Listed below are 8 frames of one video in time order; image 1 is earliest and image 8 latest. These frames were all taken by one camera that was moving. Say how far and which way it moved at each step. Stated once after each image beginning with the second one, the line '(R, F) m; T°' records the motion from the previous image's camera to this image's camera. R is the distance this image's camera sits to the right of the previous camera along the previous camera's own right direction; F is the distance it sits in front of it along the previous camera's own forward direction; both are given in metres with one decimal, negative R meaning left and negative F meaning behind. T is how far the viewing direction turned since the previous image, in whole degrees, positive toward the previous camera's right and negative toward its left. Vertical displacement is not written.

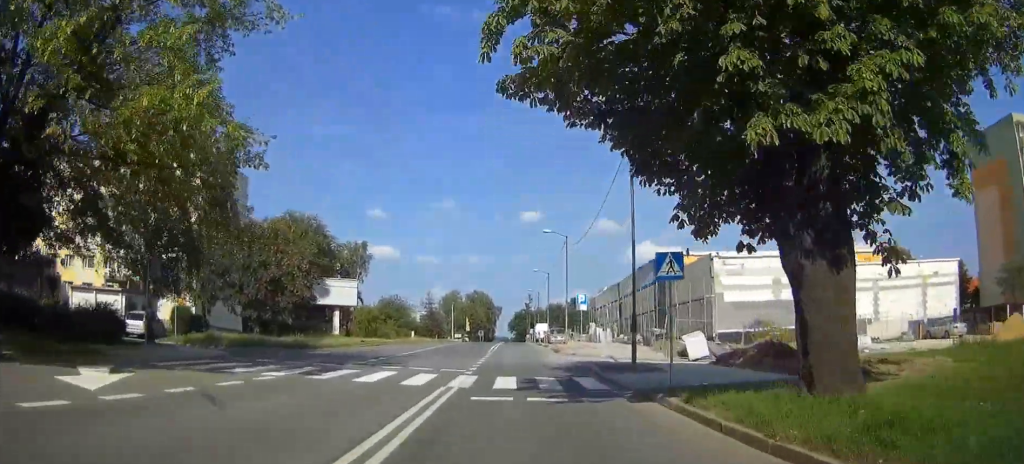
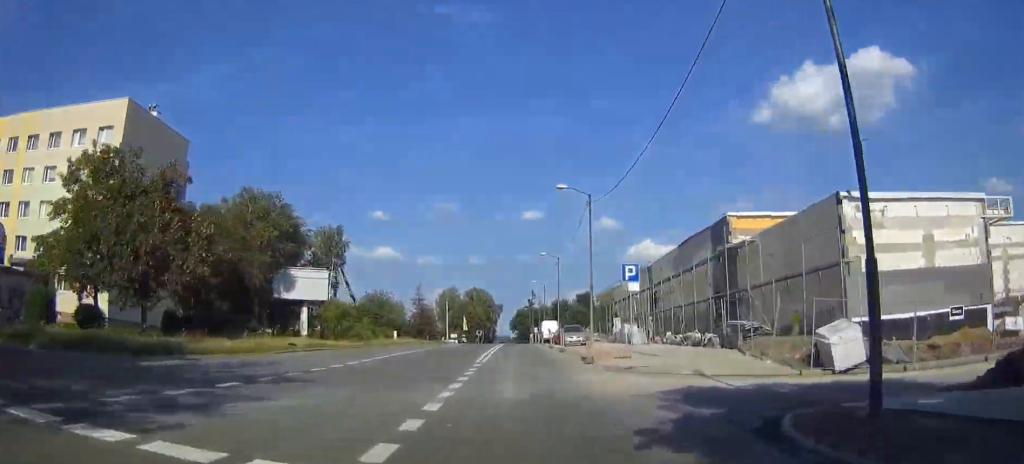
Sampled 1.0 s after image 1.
(0.0, +14.8) m; 0°
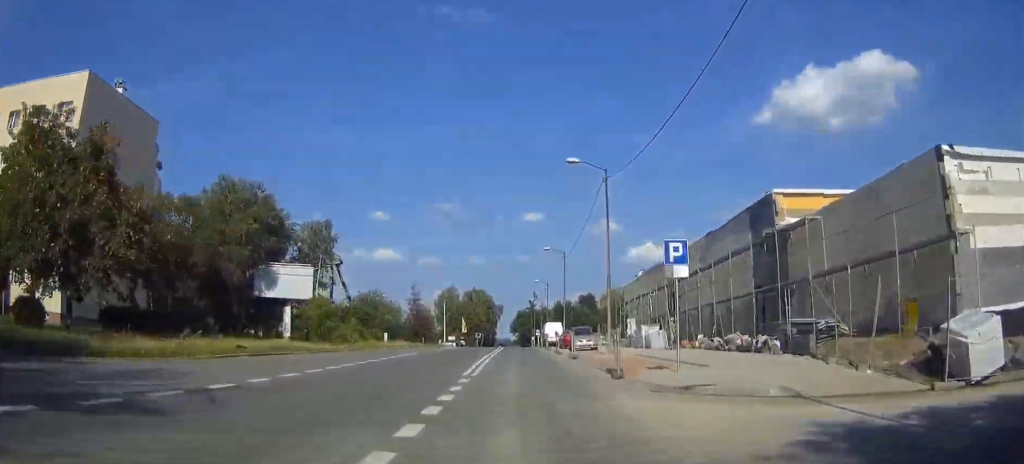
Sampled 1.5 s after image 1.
(0.0, +6.4) m; 0°
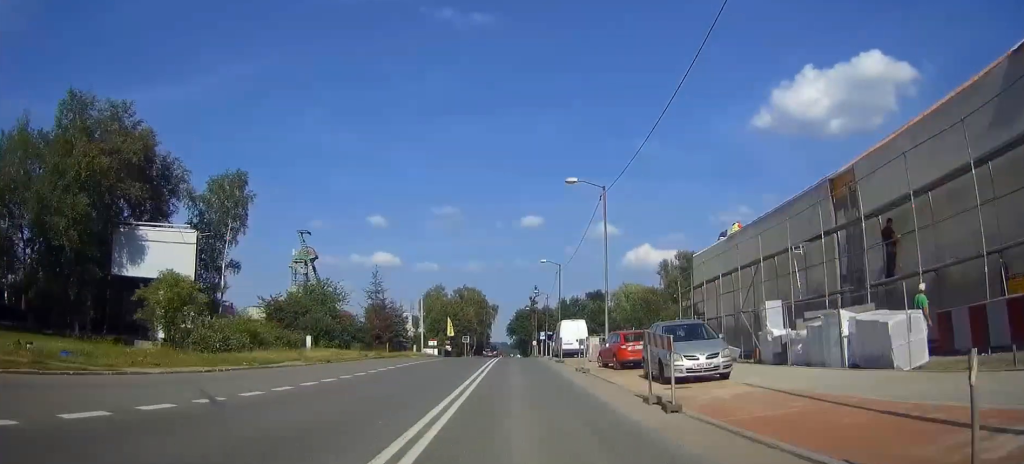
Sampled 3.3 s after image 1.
(0.0, +28.4) m; 0°
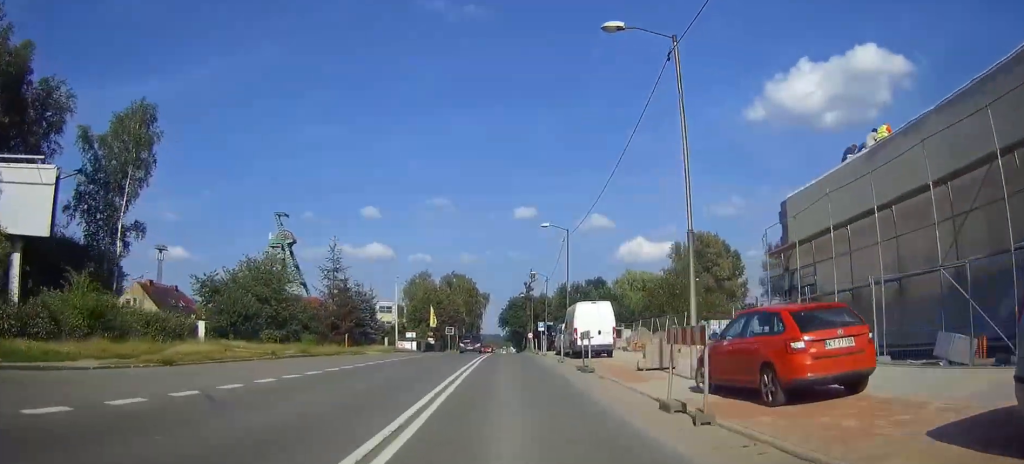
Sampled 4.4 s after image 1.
(0.0, +16.7) m; 0°
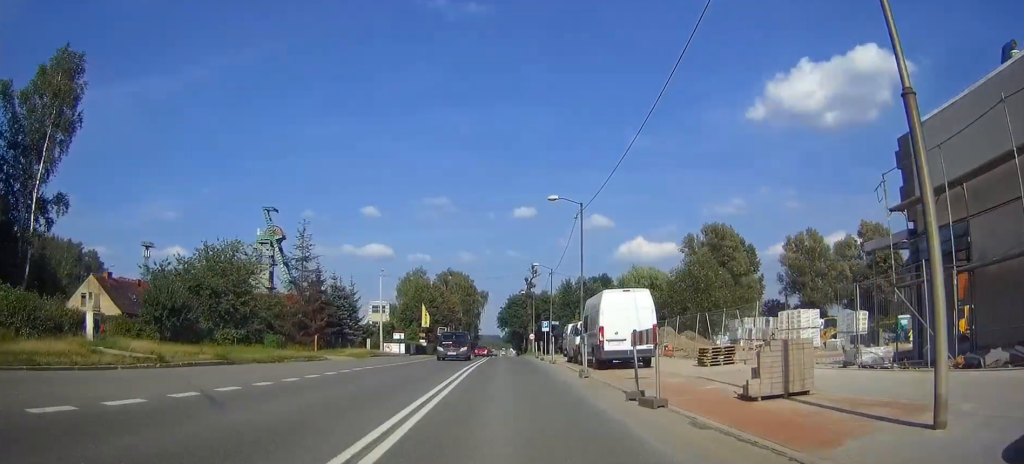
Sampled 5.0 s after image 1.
(0.0, +10.0) m; 0°
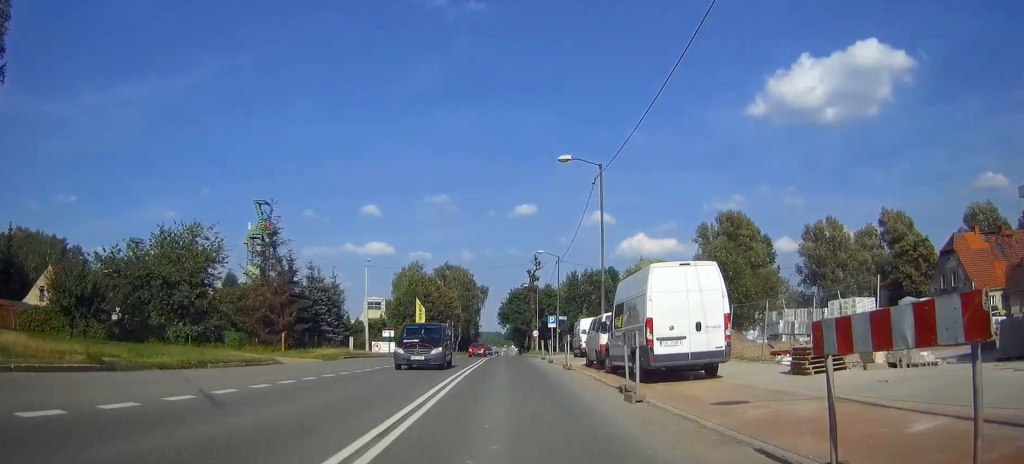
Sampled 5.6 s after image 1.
(0.0, +8.5) m; 0°
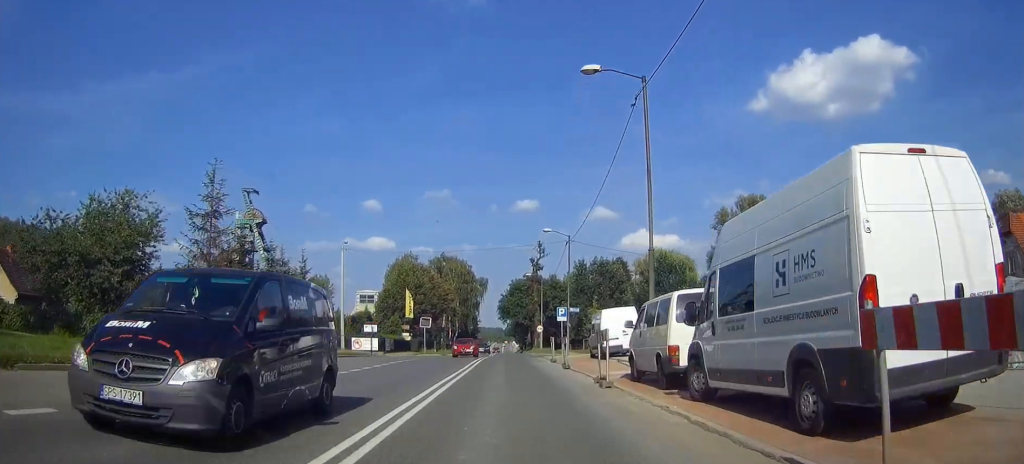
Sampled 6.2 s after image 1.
(0.0, +10.7) m; 0°
